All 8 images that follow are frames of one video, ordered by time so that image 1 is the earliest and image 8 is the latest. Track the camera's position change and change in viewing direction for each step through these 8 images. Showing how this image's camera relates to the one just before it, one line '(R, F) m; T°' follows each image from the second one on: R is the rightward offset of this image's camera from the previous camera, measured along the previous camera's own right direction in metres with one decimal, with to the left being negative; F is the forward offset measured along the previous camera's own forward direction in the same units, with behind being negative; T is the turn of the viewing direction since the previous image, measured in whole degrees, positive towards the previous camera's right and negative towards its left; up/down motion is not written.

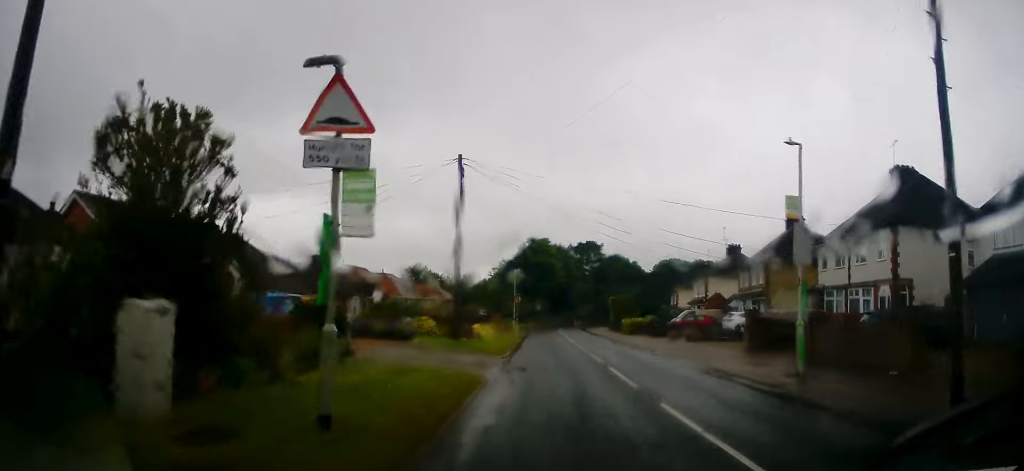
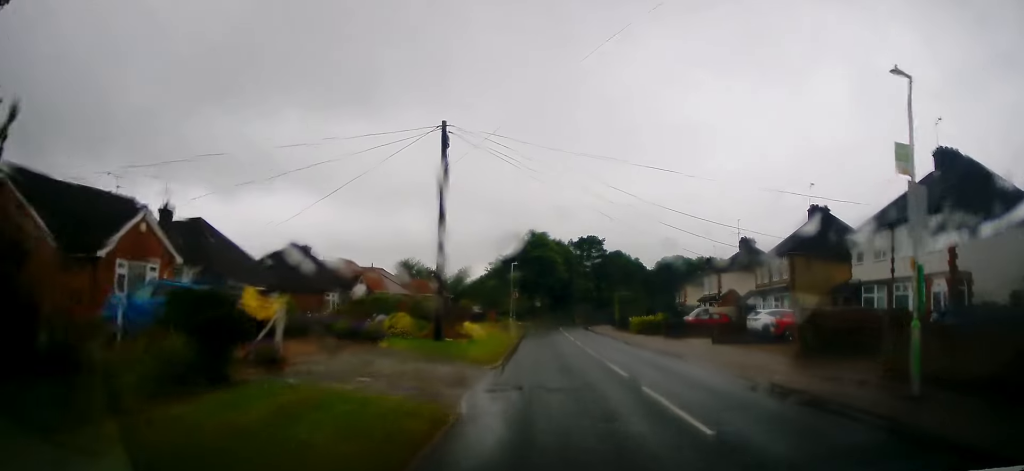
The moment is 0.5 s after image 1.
(0.0, +4.5) m; 0°
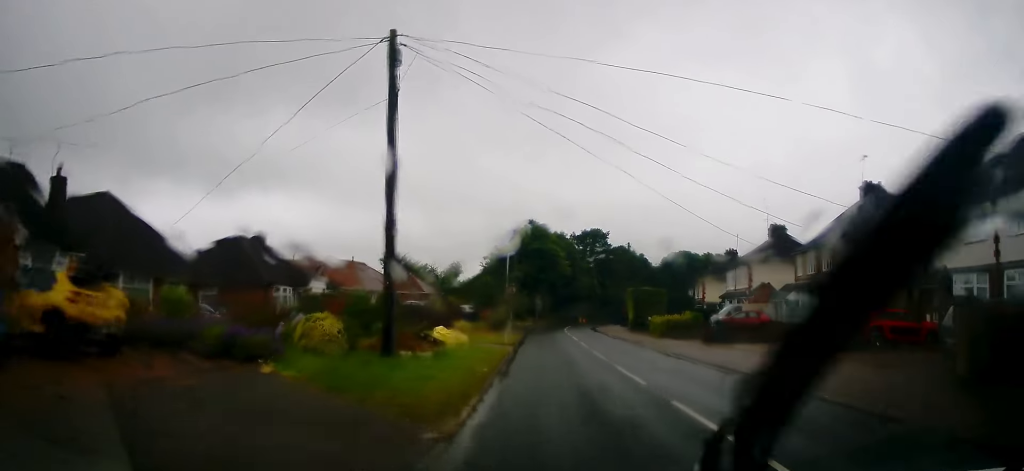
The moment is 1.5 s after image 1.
(0.0, +7.8) m; +1°
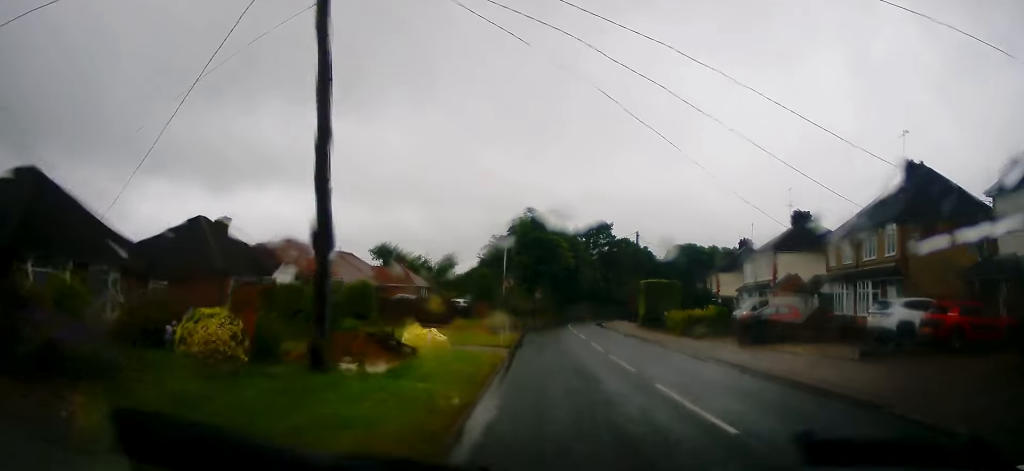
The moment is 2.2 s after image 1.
(-0.1, +5.0) m; +2°
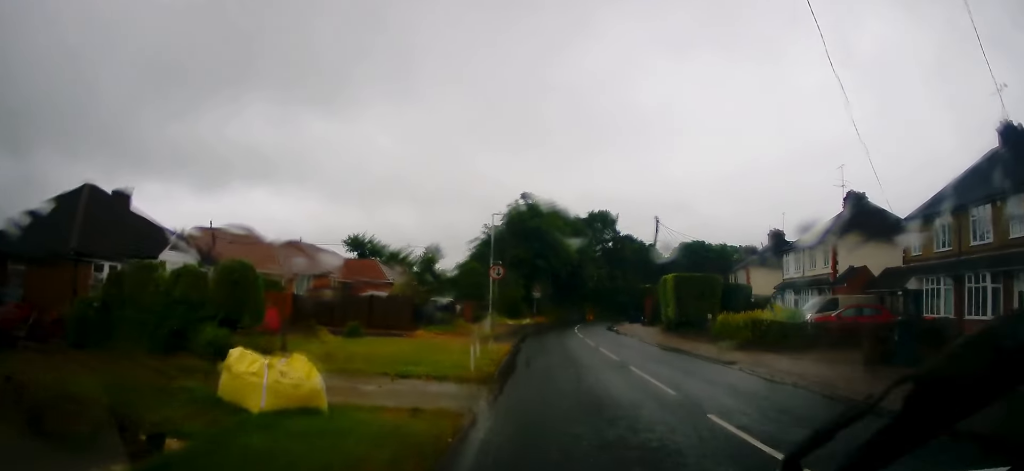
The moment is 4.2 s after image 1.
(+0.4, +9.8) m; +3°
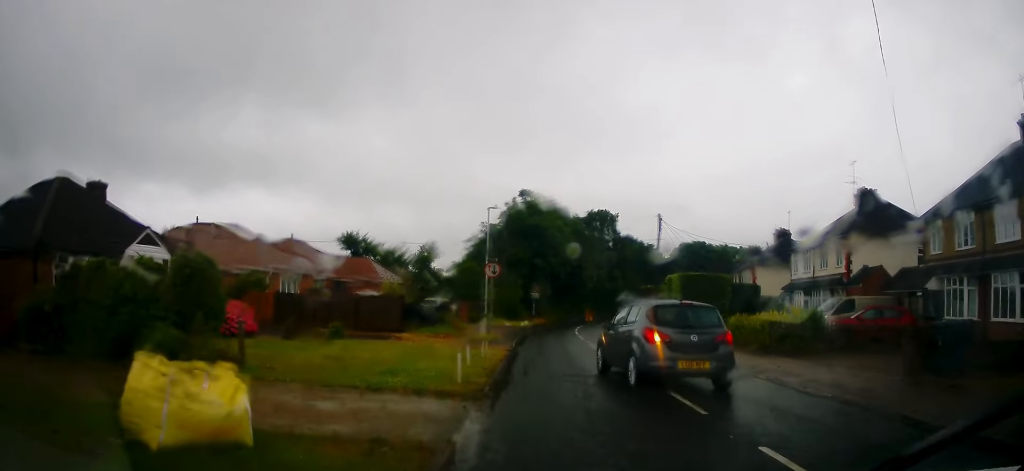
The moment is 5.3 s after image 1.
(+0.2, +2.3) m; 0°
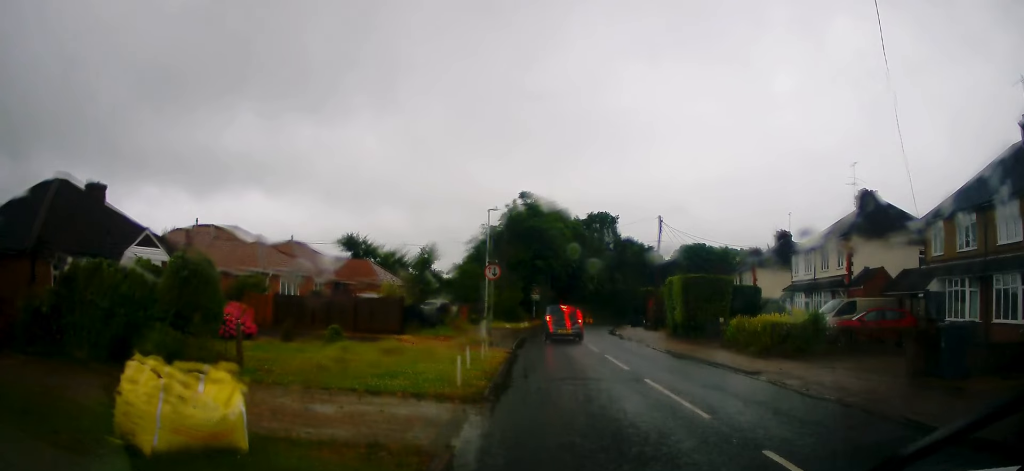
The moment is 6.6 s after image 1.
(-0.3, +0.6) m; 0°
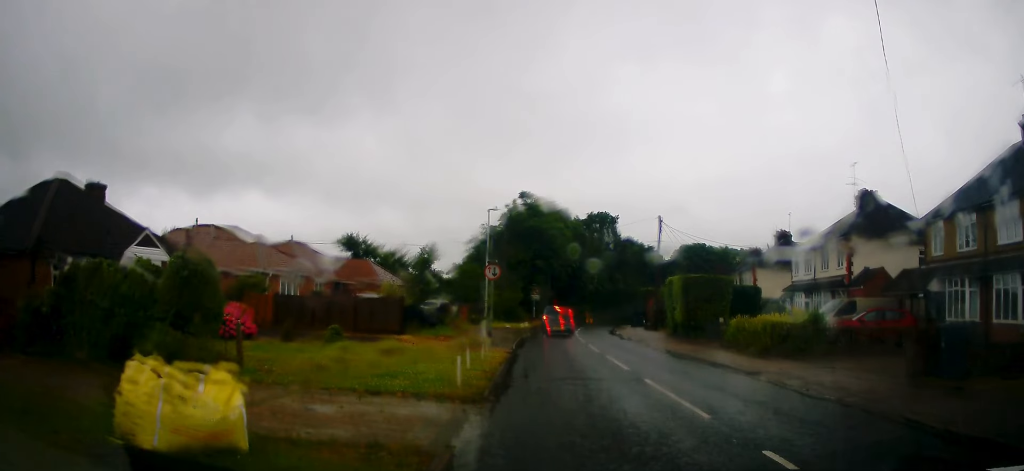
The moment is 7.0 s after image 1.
(0.0, 0.0) m; 0°
